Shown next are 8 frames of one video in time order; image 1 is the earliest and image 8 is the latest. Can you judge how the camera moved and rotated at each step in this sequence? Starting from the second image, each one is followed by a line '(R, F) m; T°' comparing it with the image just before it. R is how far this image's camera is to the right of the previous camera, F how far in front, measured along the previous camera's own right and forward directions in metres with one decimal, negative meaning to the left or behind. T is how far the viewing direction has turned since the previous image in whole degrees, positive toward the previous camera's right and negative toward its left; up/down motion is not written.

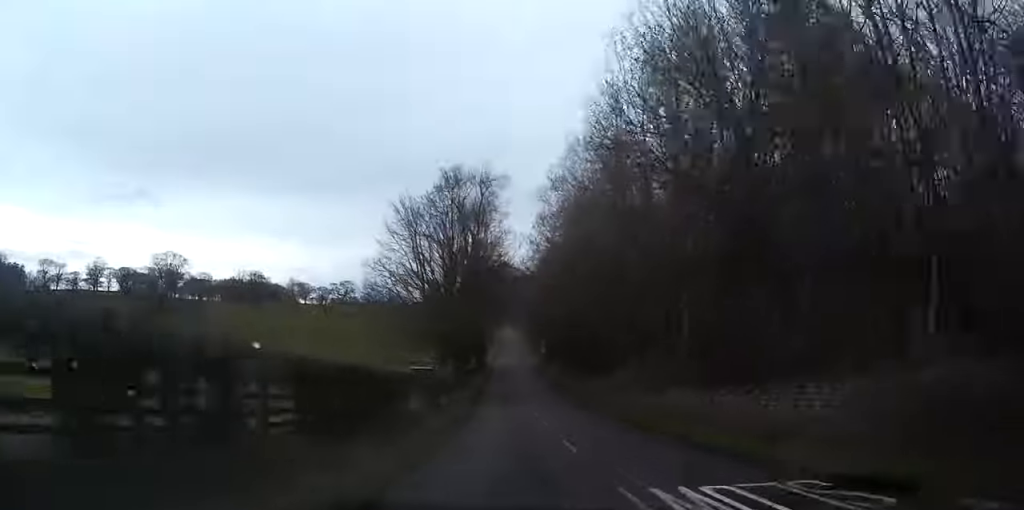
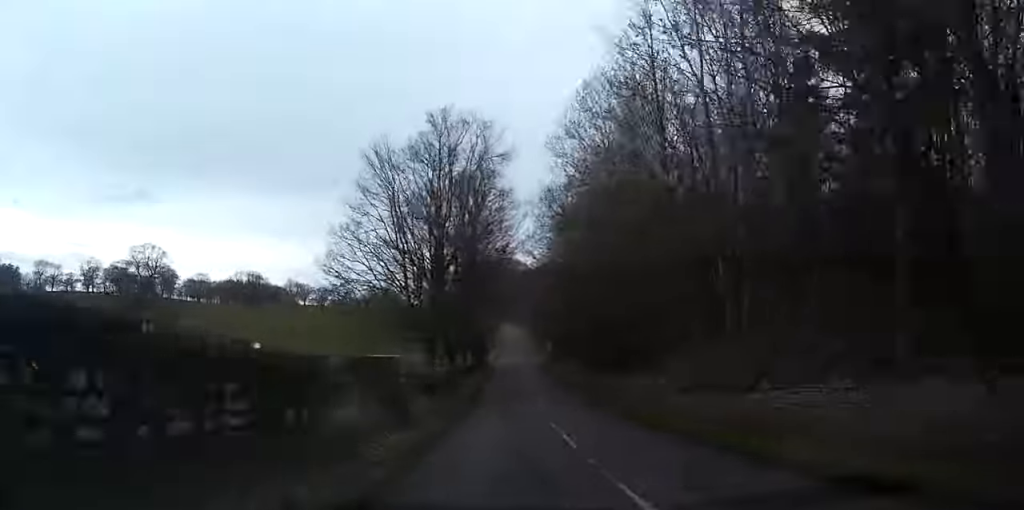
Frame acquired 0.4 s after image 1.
(0.0, +9.6) m; 0°
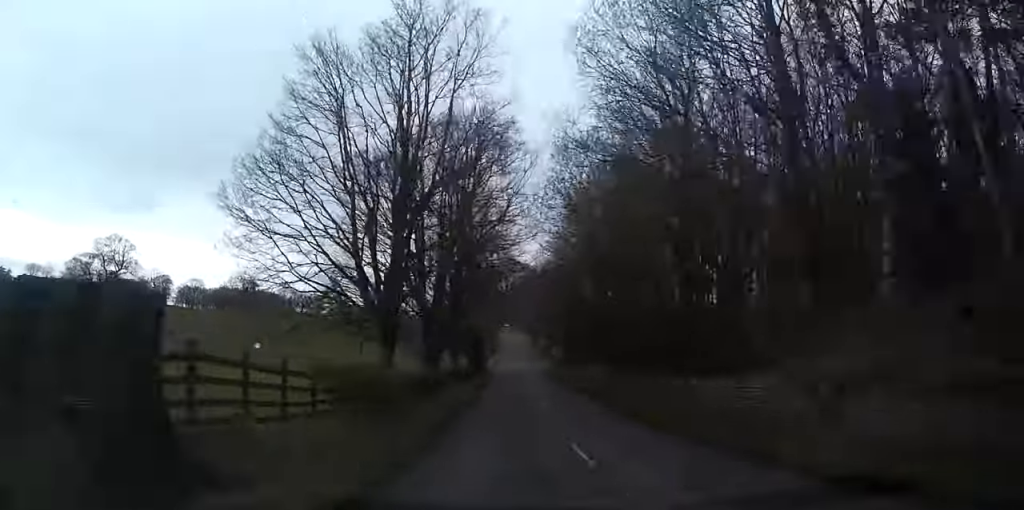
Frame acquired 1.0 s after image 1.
(0.0, +12.3) m; 0°
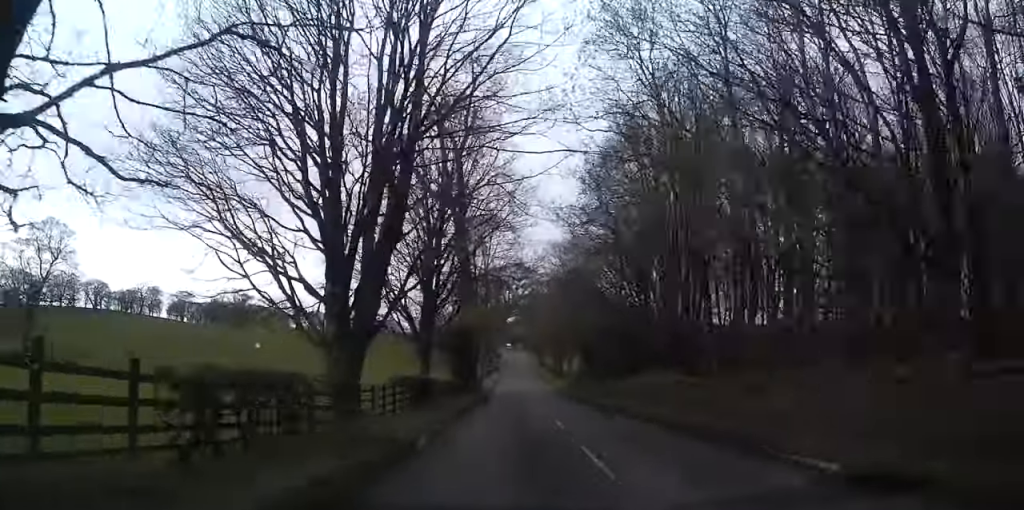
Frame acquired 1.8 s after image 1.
(-0.1, +19.1) m; 0°
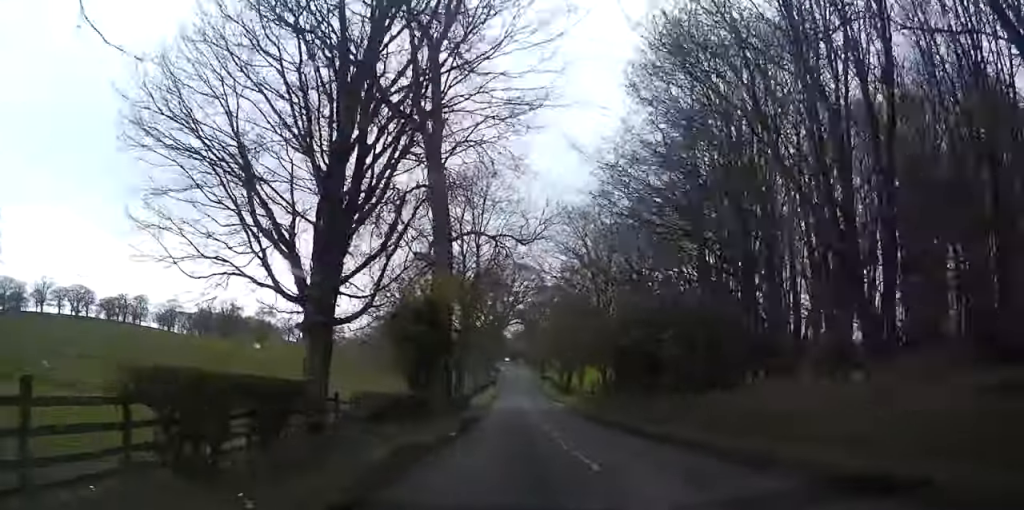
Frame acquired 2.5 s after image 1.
(-0.1, +17.2) m; 0°
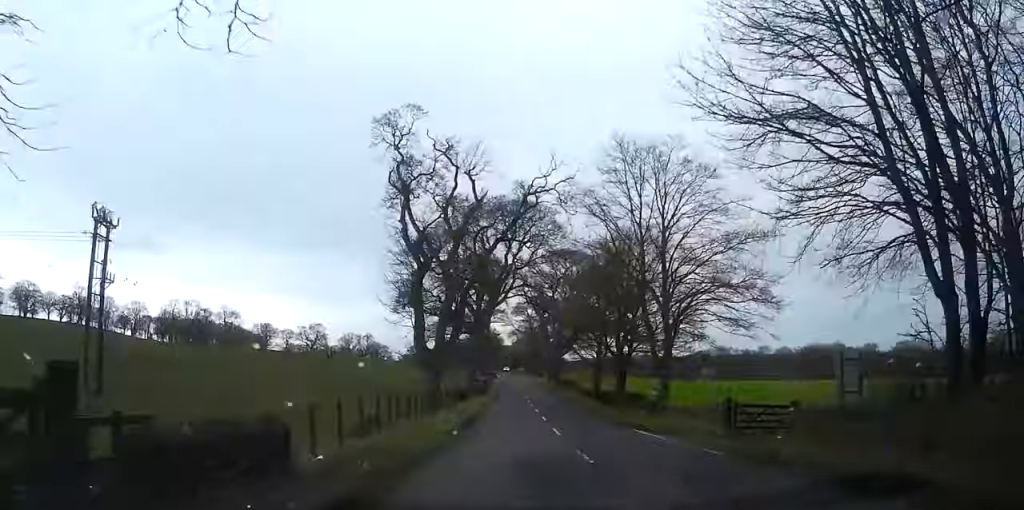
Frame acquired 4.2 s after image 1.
(+0.1, +44.2) m; 0°
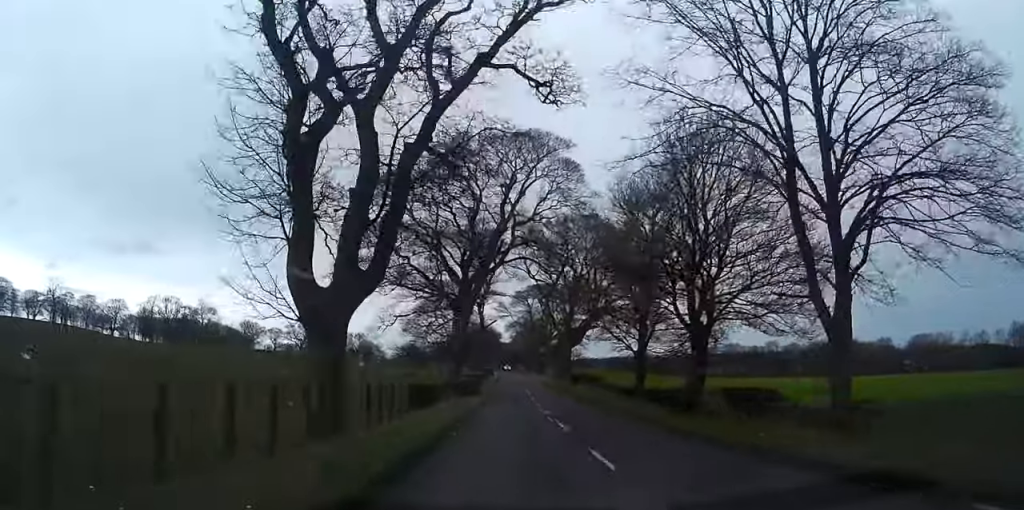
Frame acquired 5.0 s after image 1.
(0.0, +20.9) m; 0°
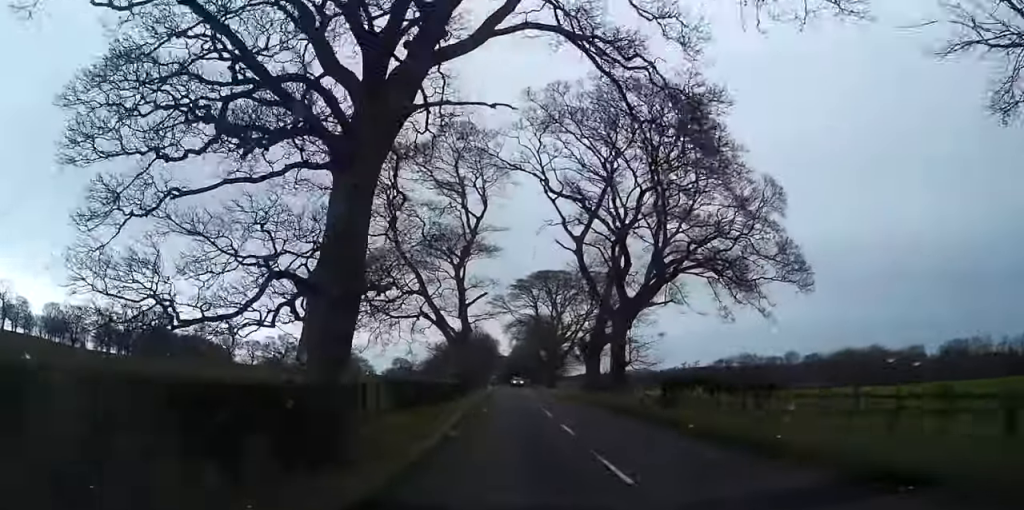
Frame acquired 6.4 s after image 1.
(0.0, +38.1) m; 0°
